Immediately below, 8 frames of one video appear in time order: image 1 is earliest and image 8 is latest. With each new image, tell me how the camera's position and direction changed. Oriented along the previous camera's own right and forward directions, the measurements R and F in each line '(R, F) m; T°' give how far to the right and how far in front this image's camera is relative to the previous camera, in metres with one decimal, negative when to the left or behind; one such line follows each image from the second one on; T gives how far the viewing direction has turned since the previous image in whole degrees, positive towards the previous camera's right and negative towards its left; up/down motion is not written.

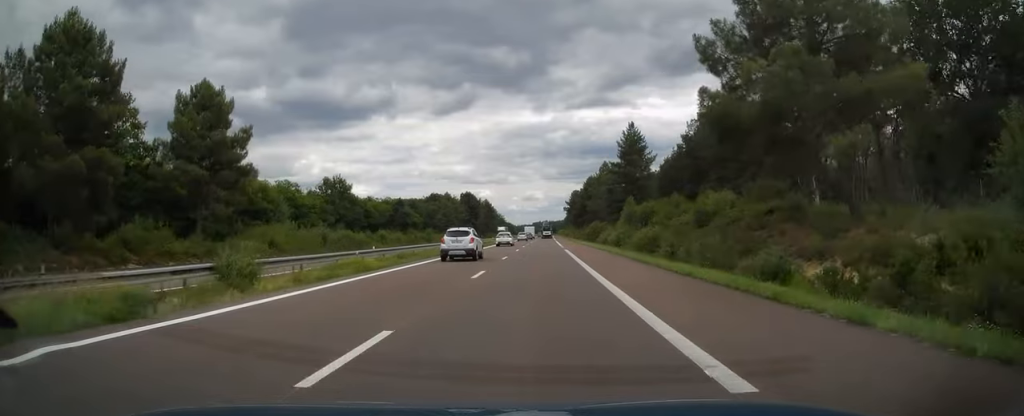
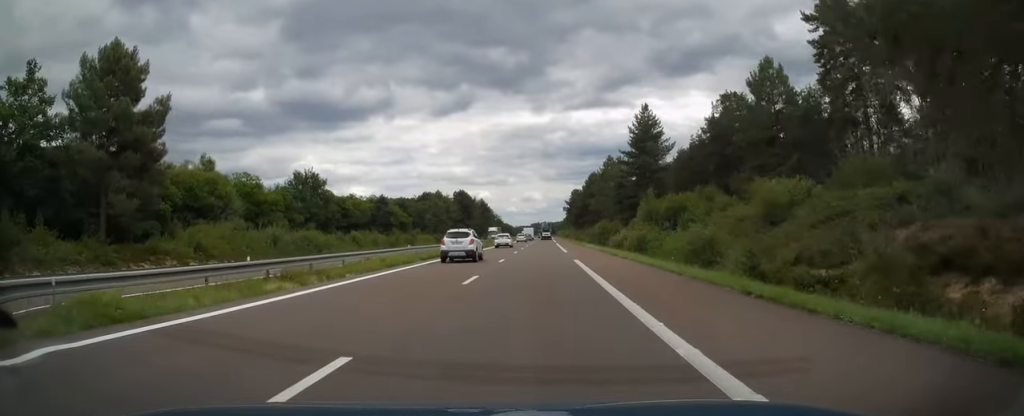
(0.0, +14.4) m; 0°
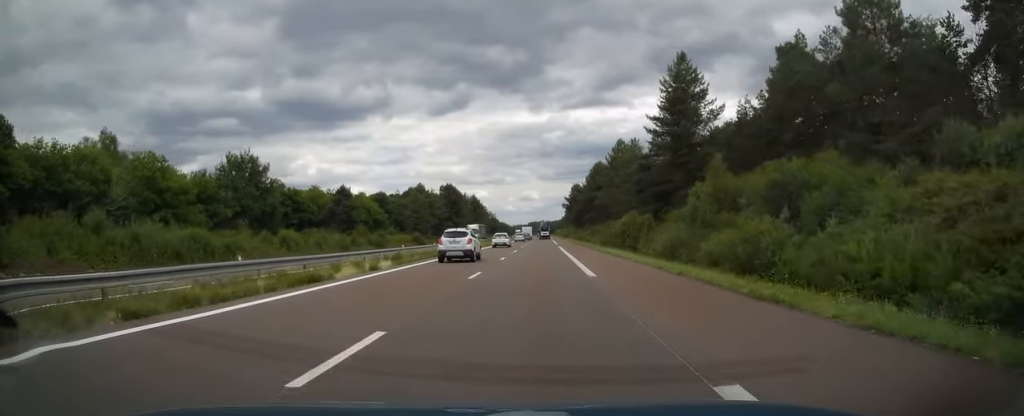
(0.0, +23.4) m; 0°
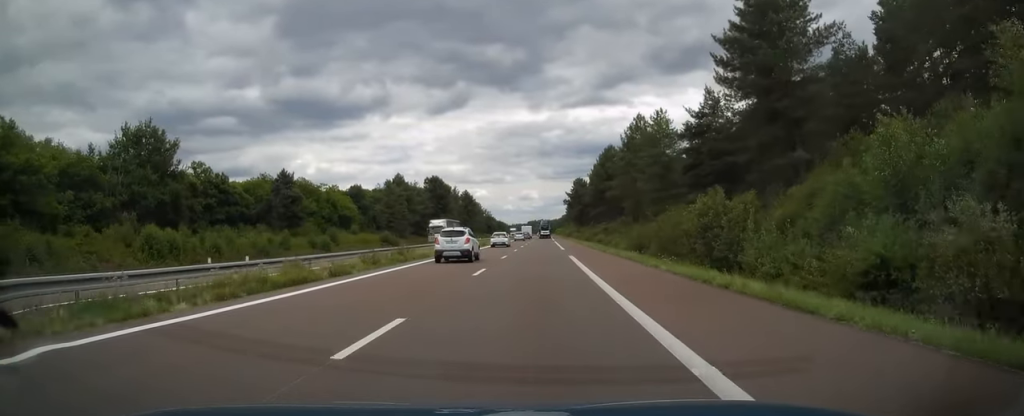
(+0.1, +24.1) m; 0°
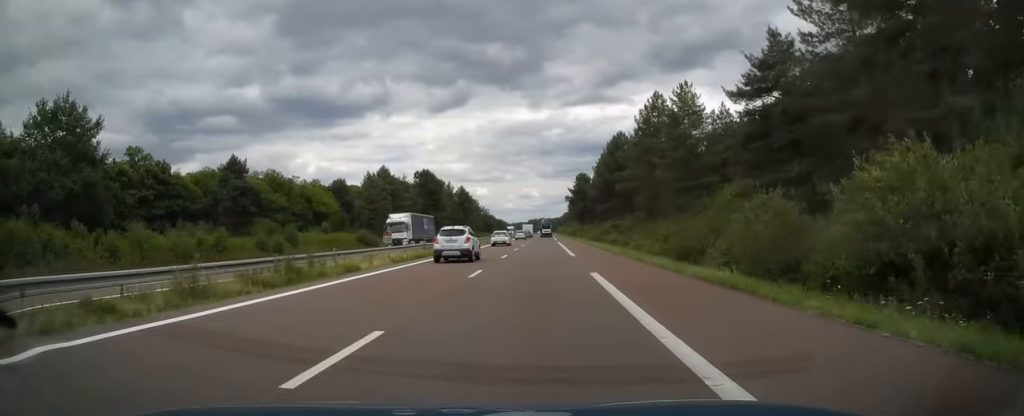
(0.0, +14.0) m; 0°
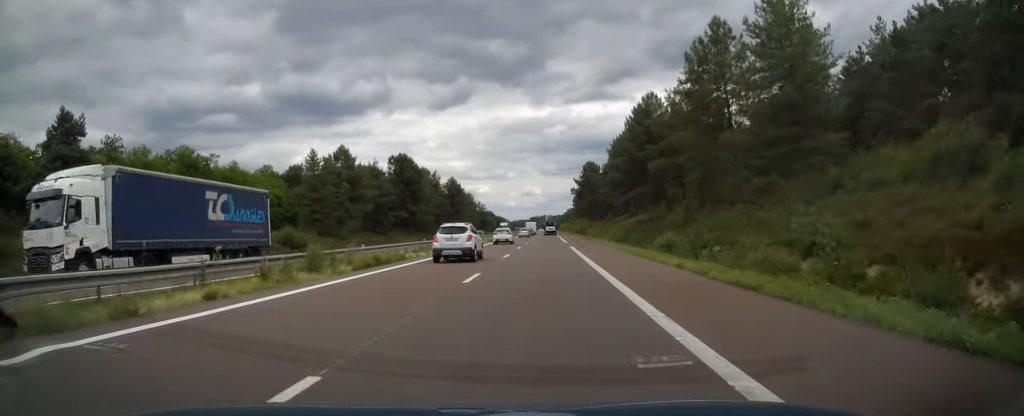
(0.0, +28.8) m; 0°
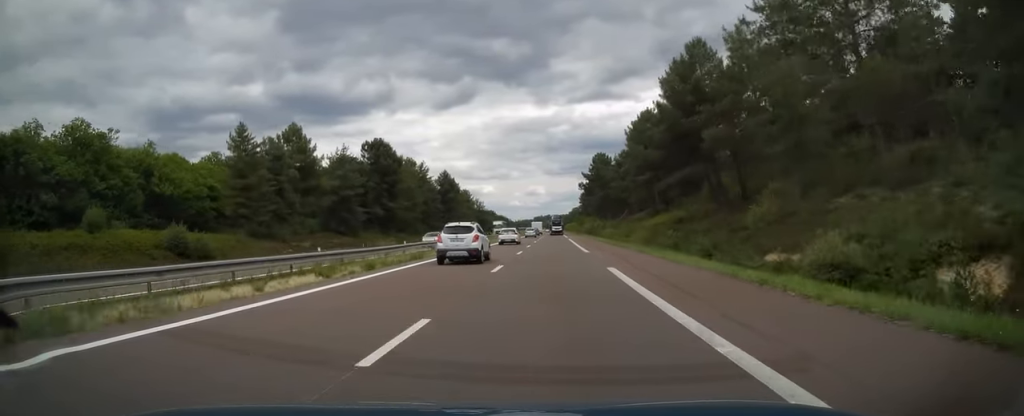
(0.0, +22.5) m; 0°
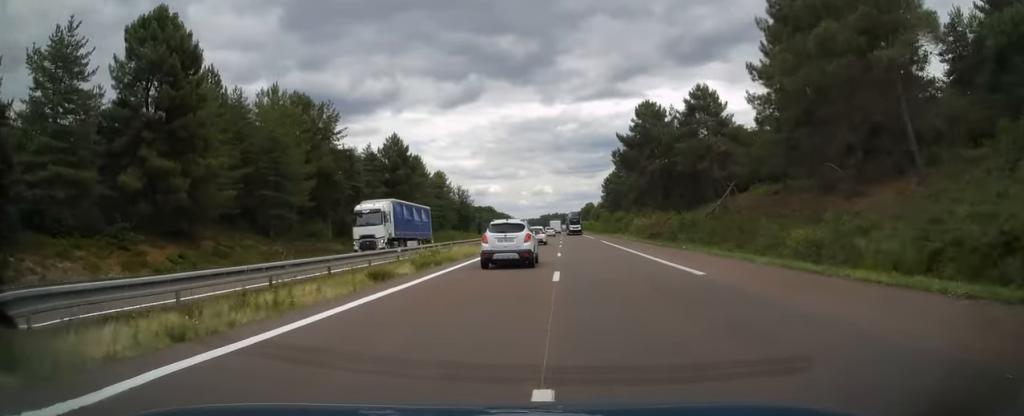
(-0.3, +70.2) m; -1°
